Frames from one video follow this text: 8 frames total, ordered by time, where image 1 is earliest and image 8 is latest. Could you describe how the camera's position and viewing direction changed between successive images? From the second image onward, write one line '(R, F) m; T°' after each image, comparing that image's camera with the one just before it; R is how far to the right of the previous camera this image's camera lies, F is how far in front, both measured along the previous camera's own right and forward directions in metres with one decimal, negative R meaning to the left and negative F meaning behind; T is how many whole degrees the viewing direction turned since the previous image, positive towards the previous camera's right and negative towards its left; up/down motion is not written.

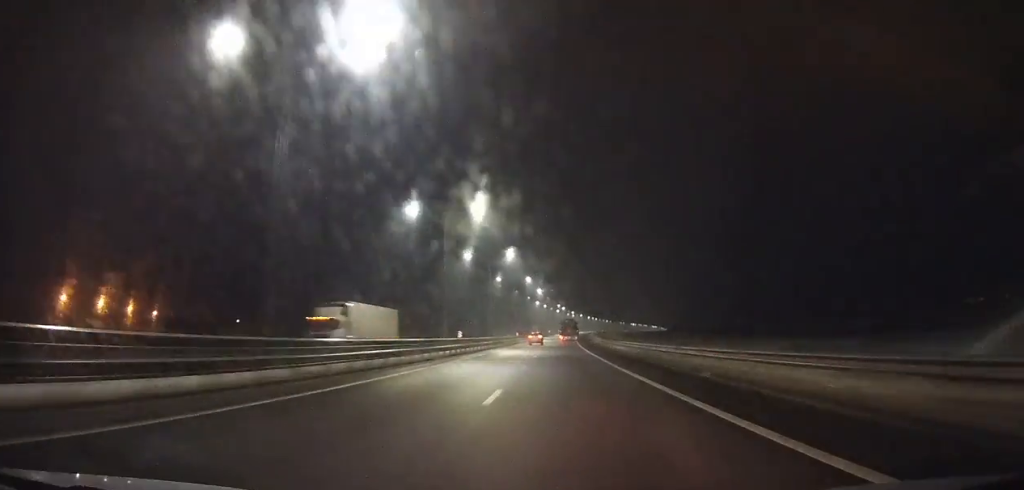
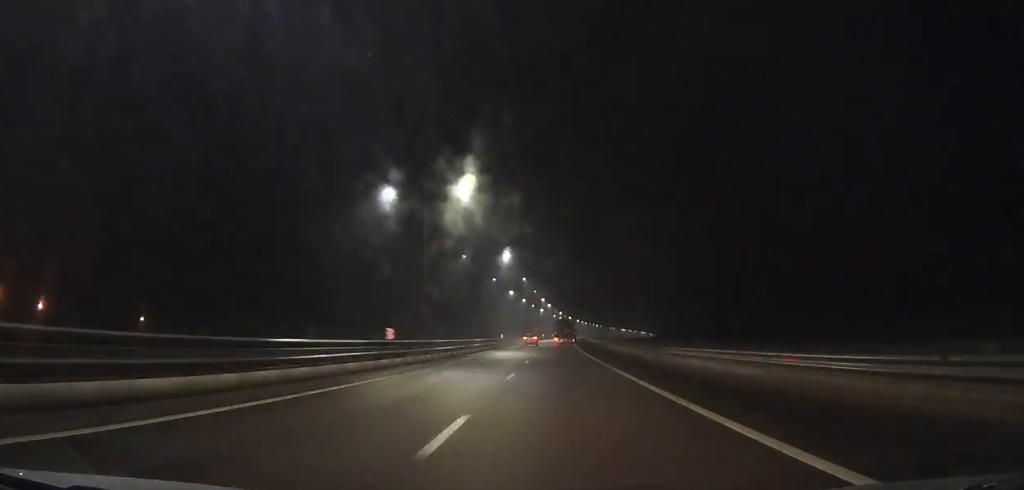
(+0.5, +64.2) m; +1°
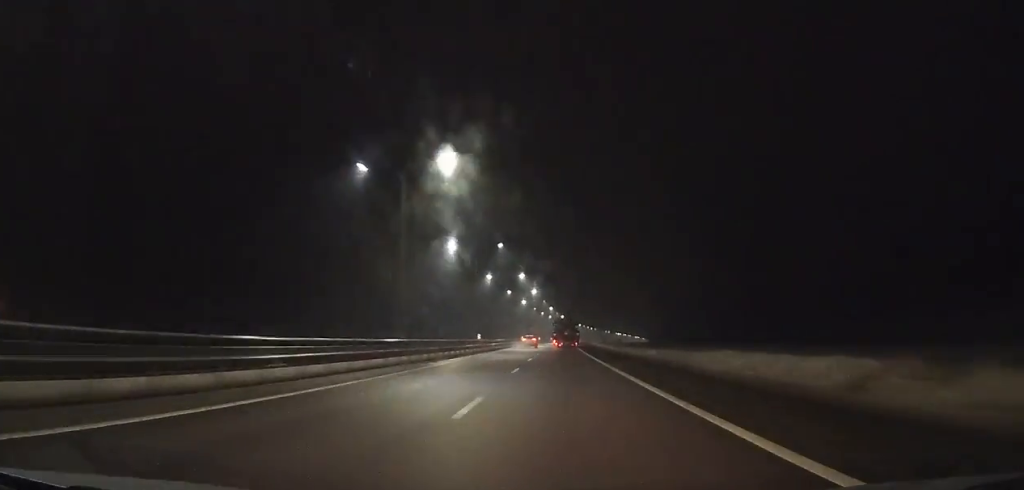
(+0.6, +66.9) m; +1°
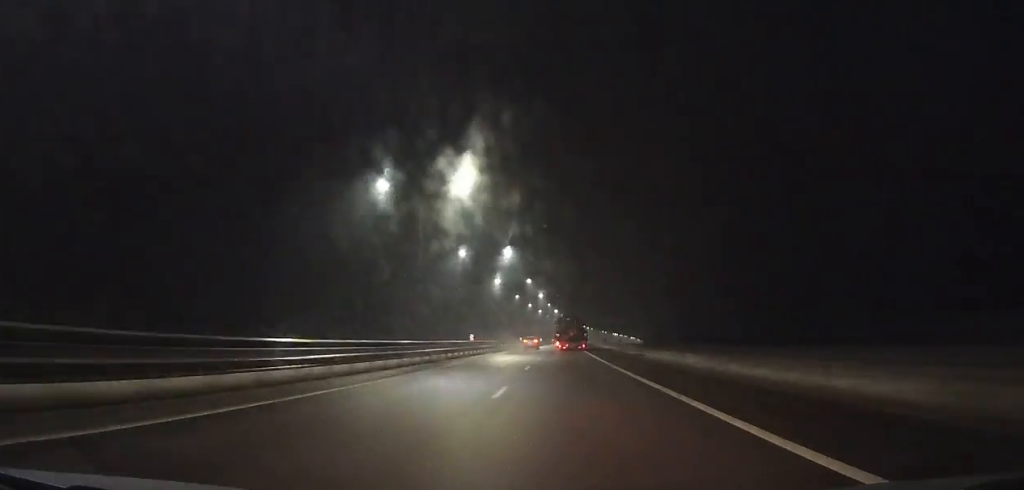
(+0.5, +56.3) m; +1°
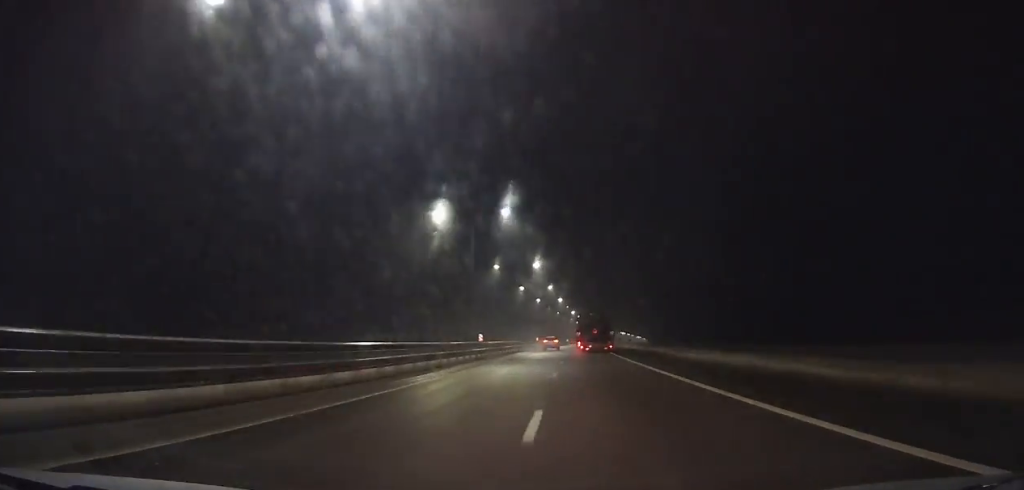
(+0.3, +53.9) m; +1°
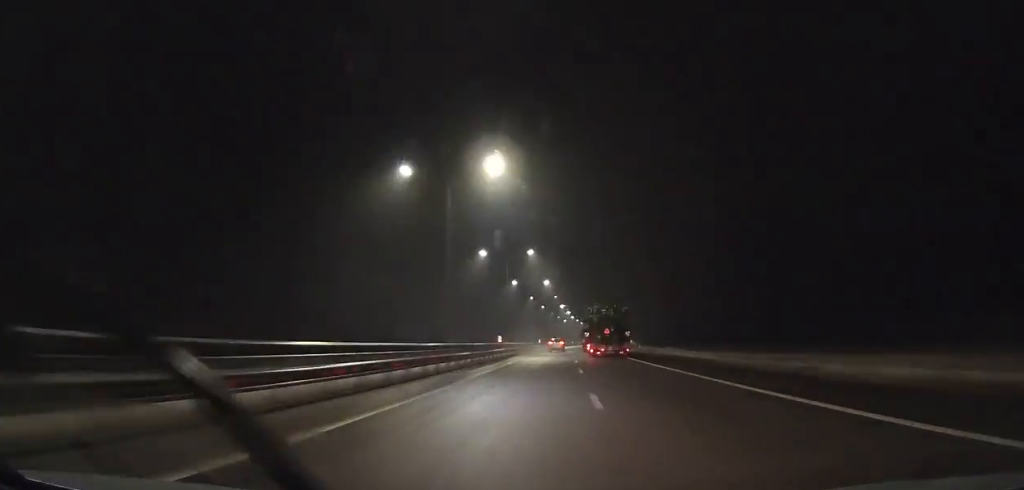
(-0.3, +43.2) m; +1°
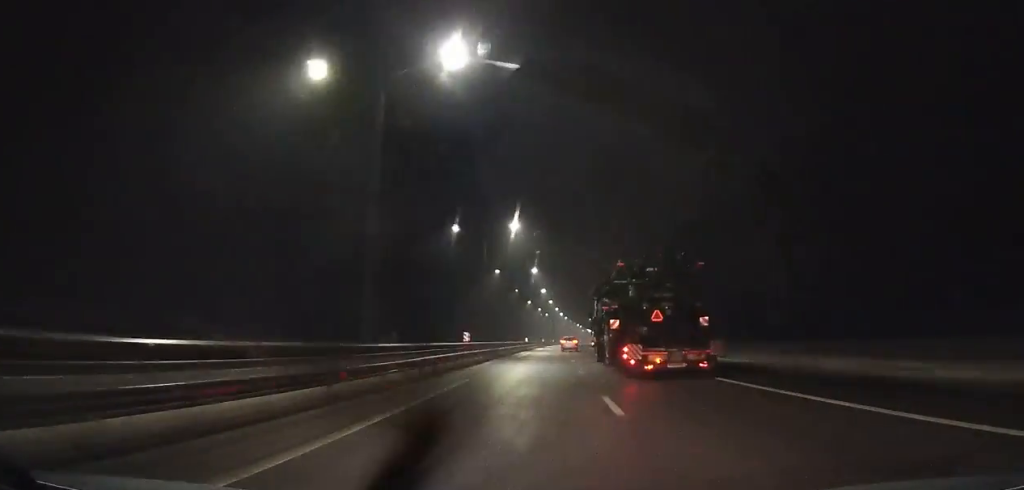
(+3.0, +109.3) m; +2°
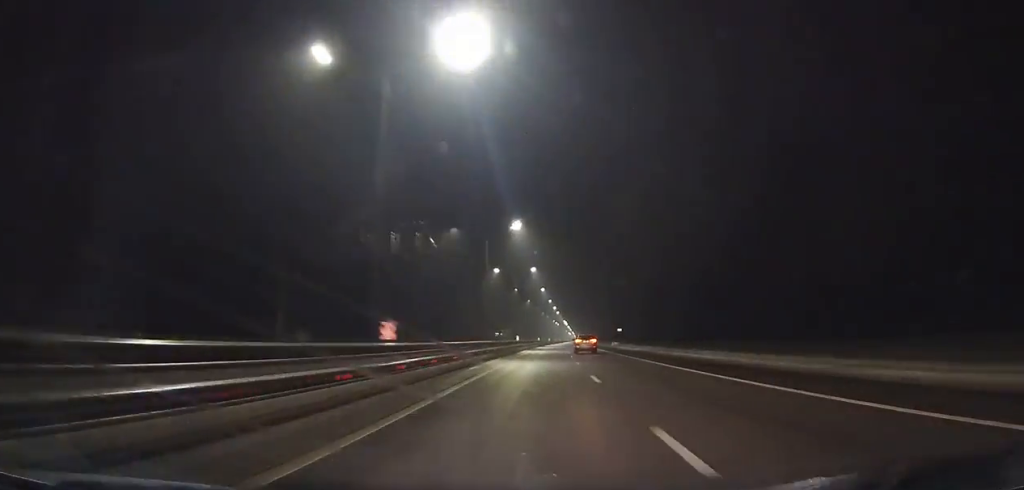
(+5.5, +160.2) m; +4°
